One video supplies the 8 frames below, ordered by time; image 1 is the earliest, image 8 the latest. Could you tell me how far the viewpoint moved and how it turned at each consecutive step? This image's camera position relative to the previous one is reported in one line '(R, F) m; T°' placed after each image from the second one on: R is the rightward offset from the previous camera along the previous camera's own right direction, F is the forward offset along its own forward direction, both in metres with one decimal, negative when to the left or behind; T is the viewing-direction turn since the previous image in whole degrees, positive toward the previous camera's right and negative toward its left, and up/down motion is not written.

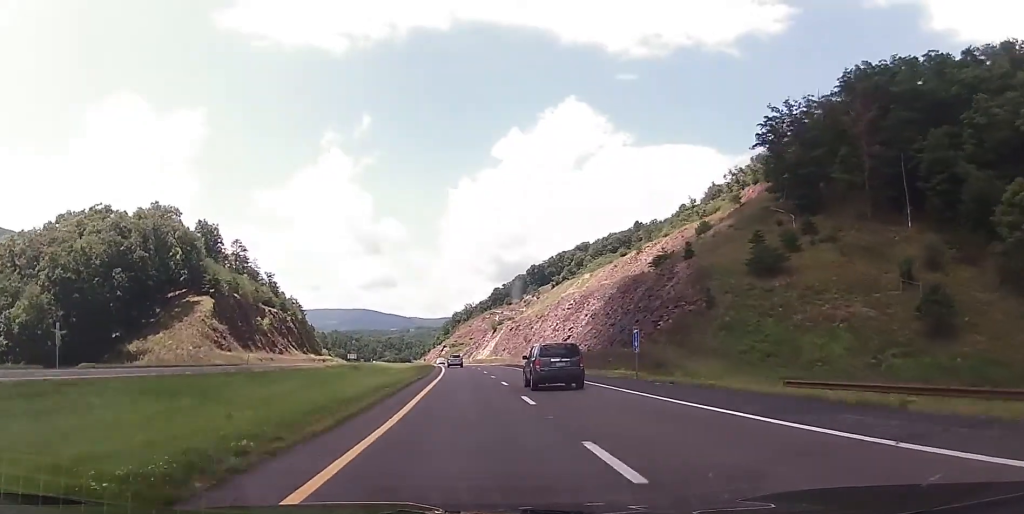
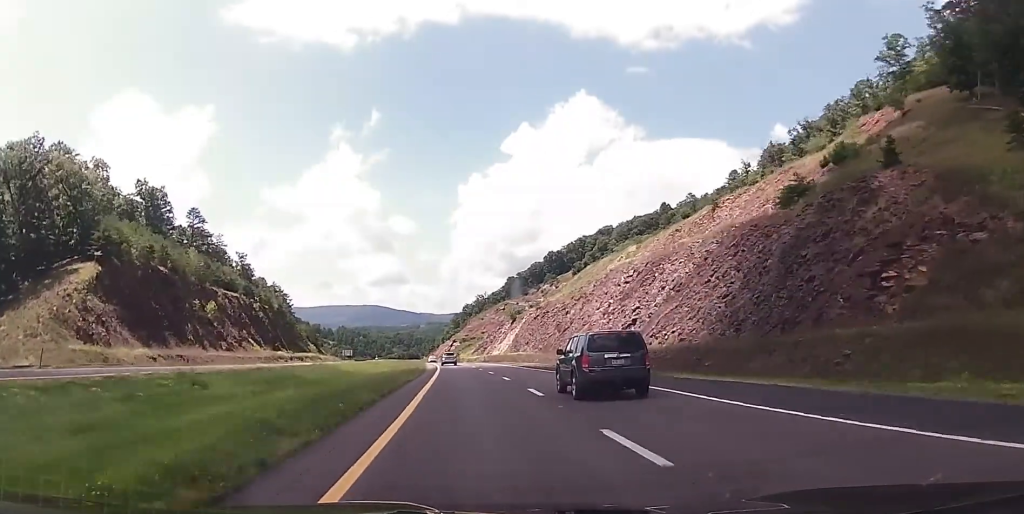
(-0.5, +46.9) m; -1°
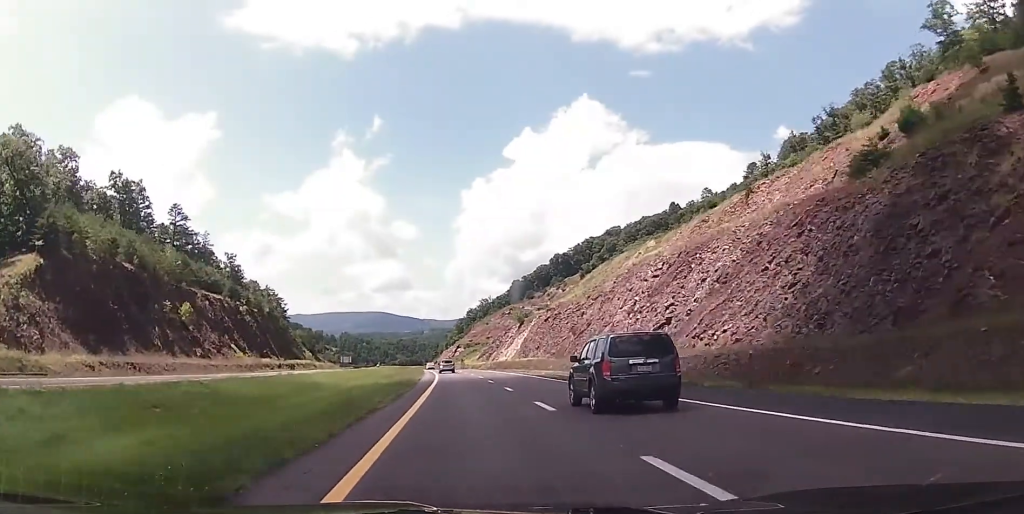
(-0.1, +14.5) m; 0°
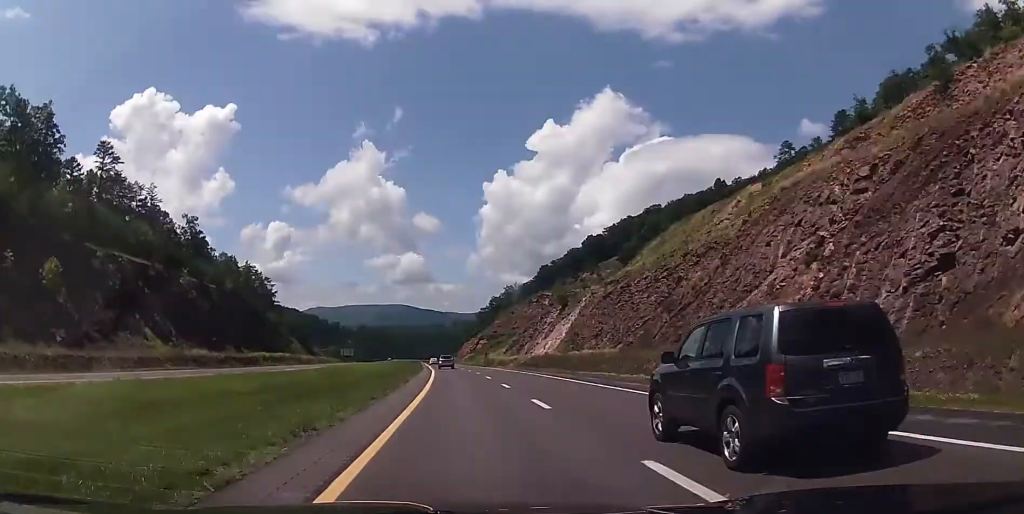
(-0.4, +48.1) m; -1°
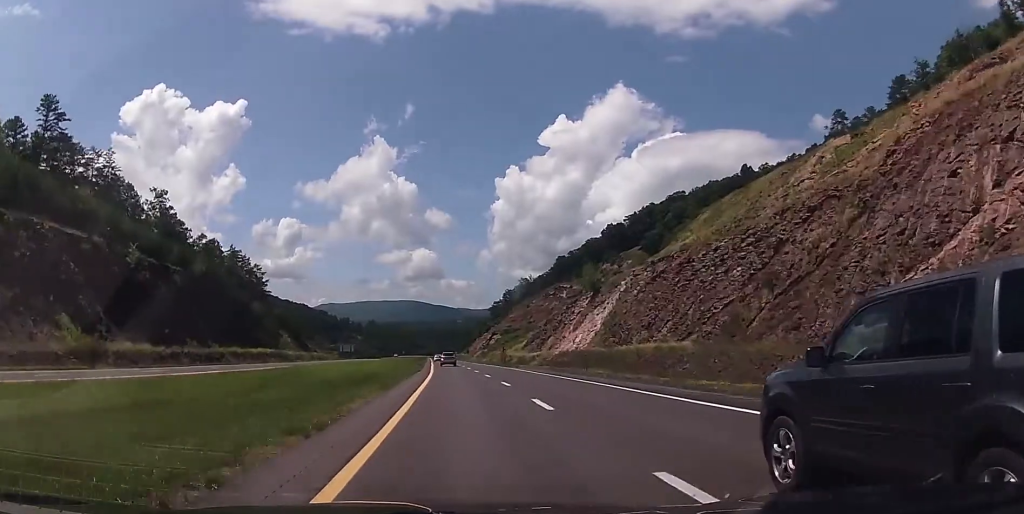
(-0.3, +24.6) m; -1°
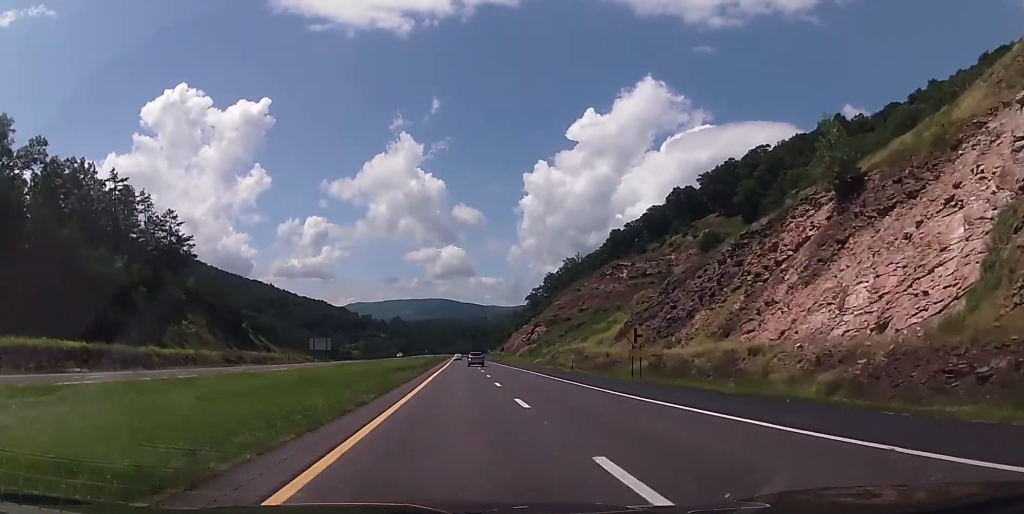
(-2.1, +81.4) m; -3°
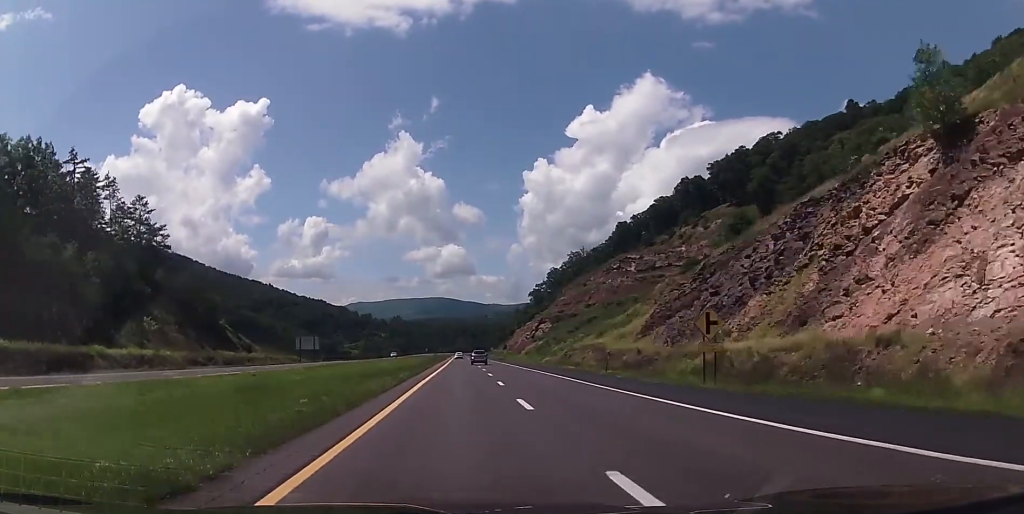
(-0.1, +13.4) m; 0°
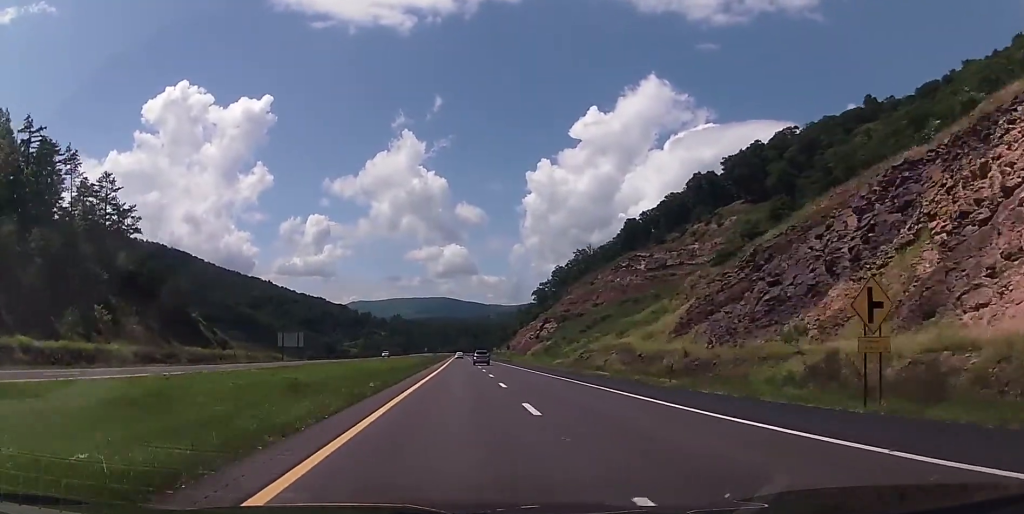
(0.0, +13.4) m; 0°
